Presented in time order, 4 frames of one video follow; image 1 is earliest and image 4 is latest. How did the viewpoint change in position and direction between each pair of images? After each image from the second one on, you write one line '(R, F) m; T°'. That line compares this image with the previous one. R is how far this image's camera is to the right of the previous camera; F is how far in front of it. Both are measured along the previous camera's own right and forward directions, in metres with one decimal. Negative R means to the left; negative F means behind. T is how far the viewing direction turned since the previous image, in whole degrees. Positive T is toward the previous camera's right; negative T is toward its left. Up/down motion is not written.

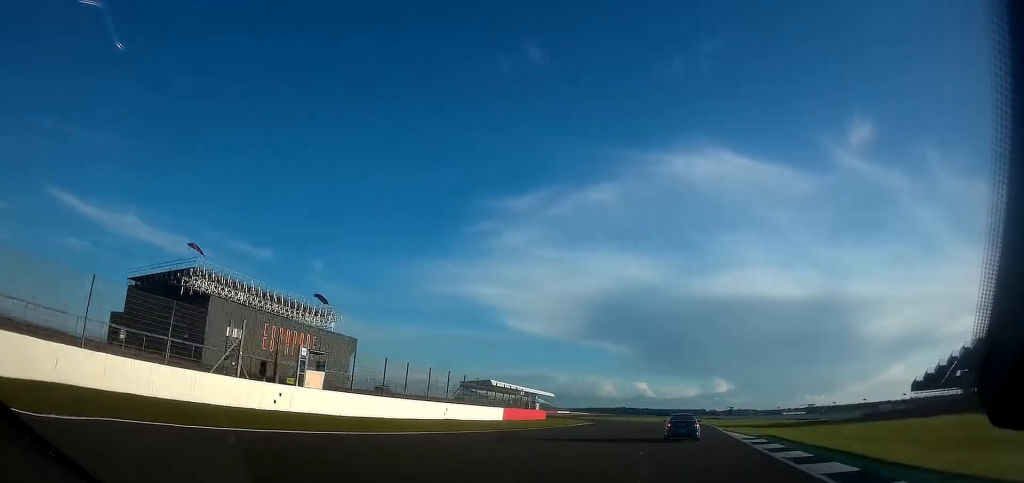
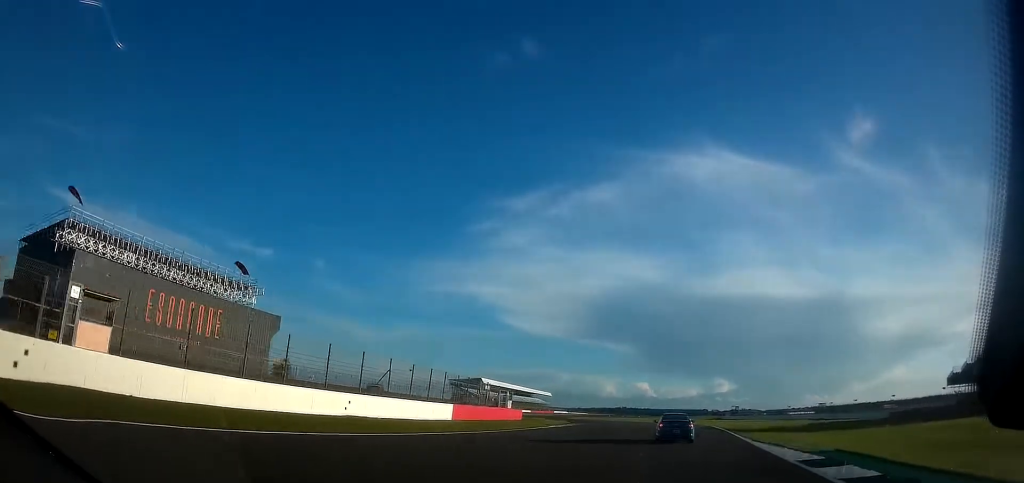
(0.0, +16.5) m; -1°
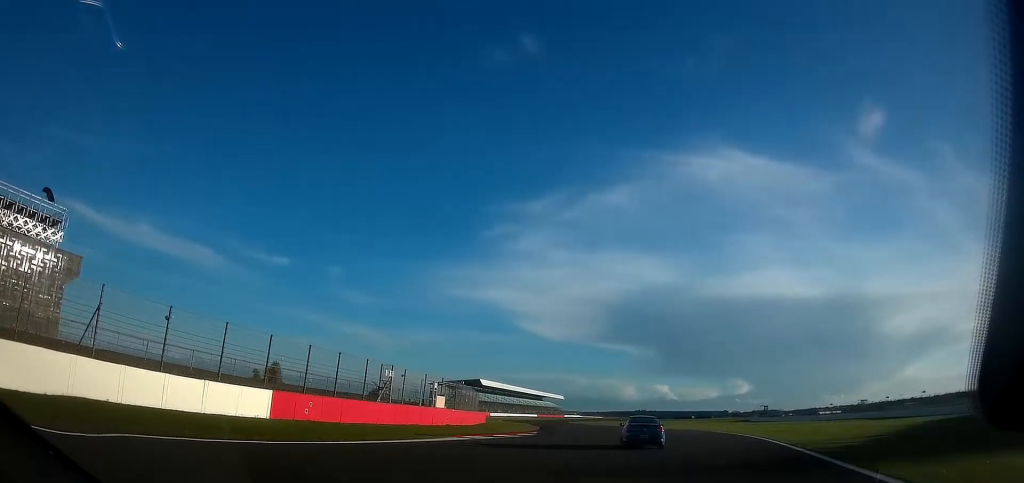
(-0.5, +28.5) m; -3°
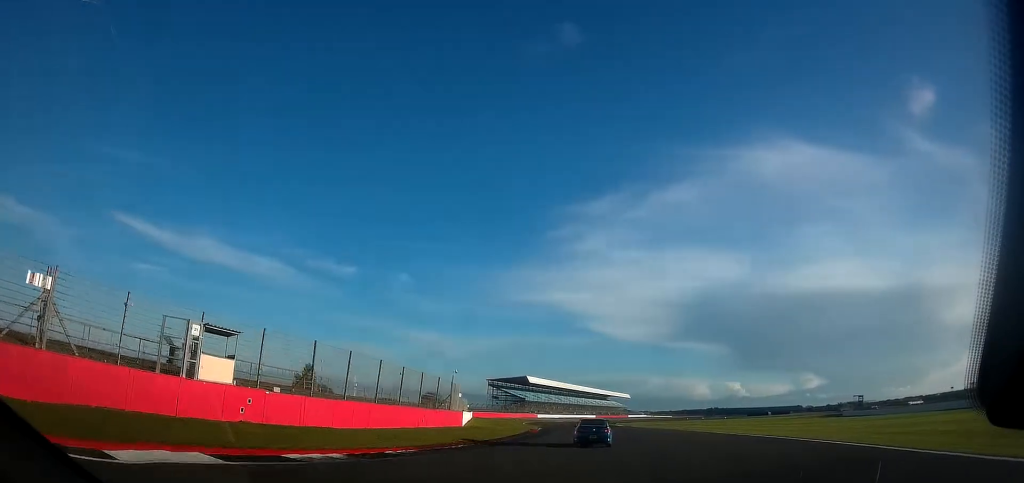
(-1.8, +37.5) m; -7°
